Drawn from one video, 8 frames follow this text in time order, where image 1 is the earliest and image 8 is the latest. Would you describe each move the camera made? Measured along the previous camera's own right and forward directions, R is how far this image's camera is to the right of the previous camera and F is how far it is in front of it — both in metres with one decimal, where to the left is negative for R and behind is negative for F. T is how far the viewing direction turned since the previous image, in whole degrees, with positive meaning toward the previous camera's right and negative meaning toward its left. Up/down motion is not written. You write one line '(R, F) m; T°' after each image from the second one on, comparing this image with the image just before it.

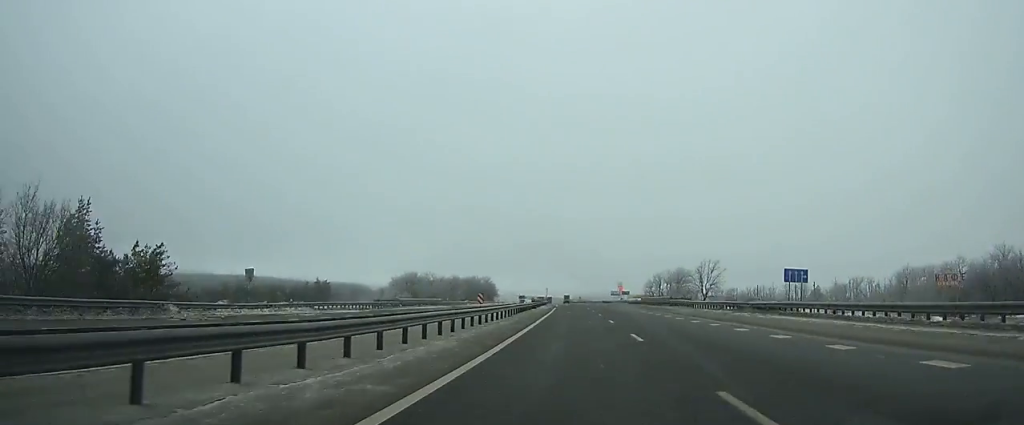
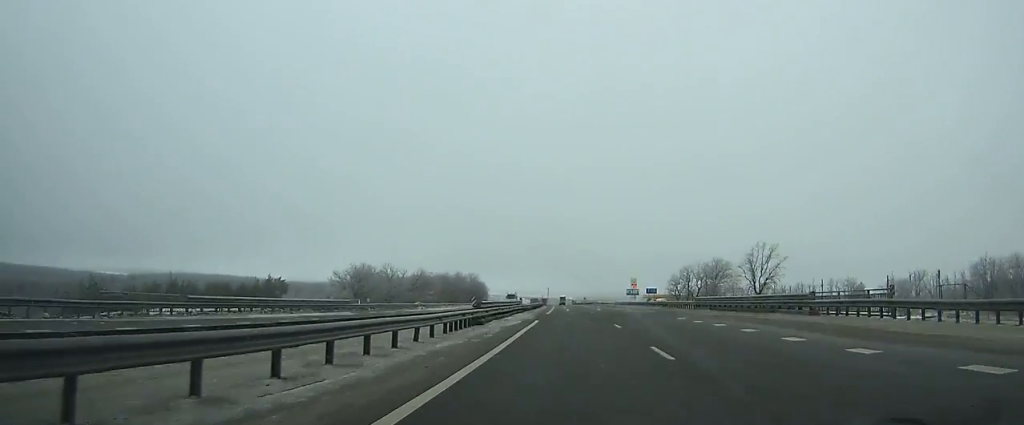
(-0.7, +44.0) m; -1°
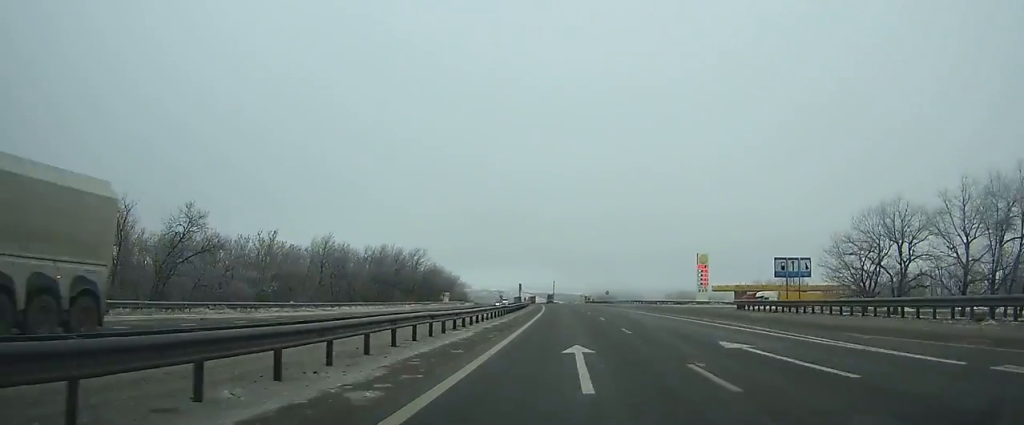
(-1.5, +94.3) m; -2°
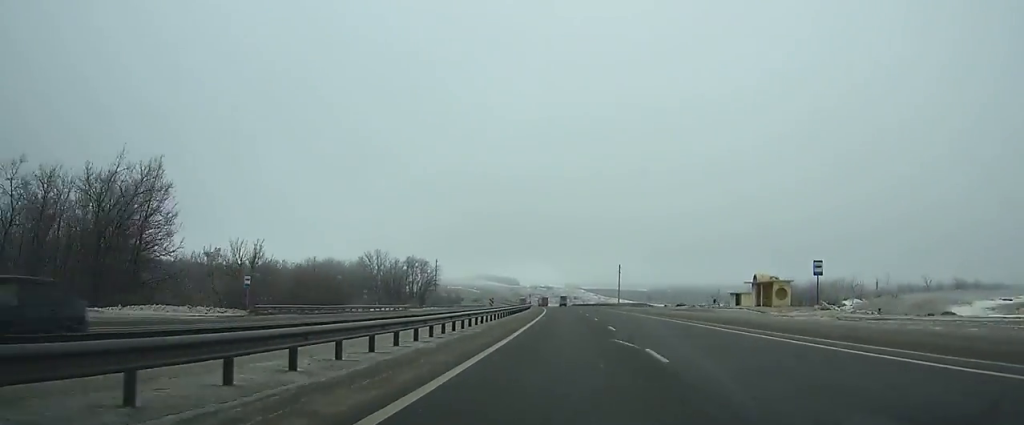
(-7.8, +170.3) m; -5°
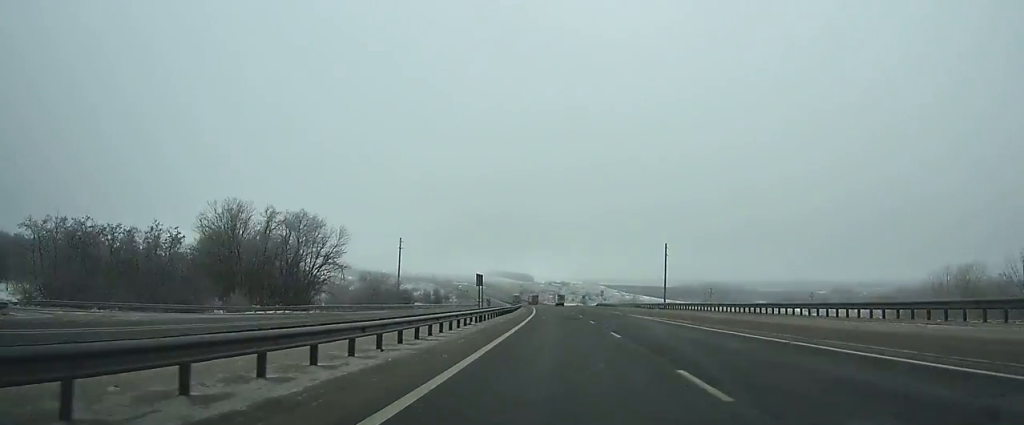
(-1.7, +76.3) m; -3°
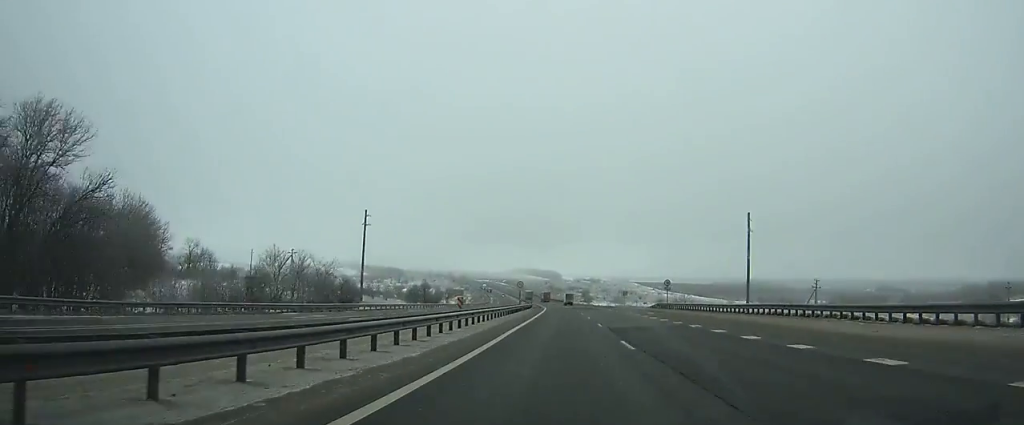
(-0.9, +50.8) m; -2°
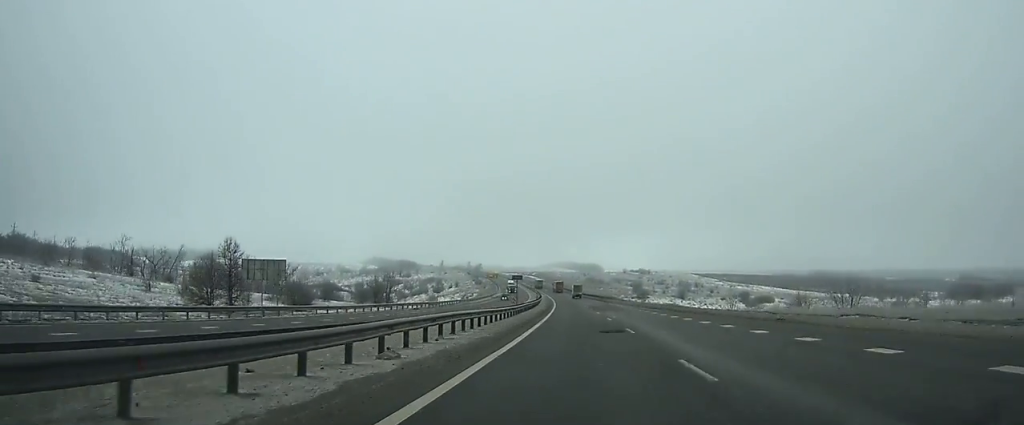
(-3.1, +96.4) m; -3°
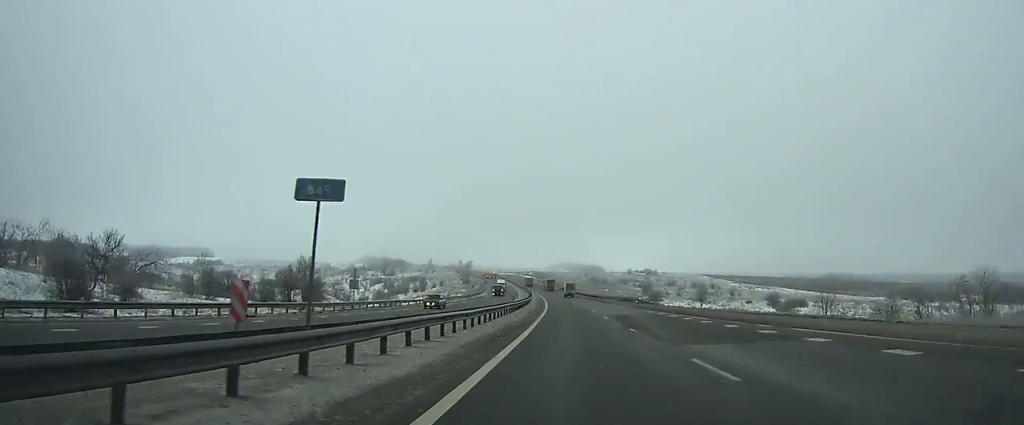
(-0.2, +33.3) m; -1°
